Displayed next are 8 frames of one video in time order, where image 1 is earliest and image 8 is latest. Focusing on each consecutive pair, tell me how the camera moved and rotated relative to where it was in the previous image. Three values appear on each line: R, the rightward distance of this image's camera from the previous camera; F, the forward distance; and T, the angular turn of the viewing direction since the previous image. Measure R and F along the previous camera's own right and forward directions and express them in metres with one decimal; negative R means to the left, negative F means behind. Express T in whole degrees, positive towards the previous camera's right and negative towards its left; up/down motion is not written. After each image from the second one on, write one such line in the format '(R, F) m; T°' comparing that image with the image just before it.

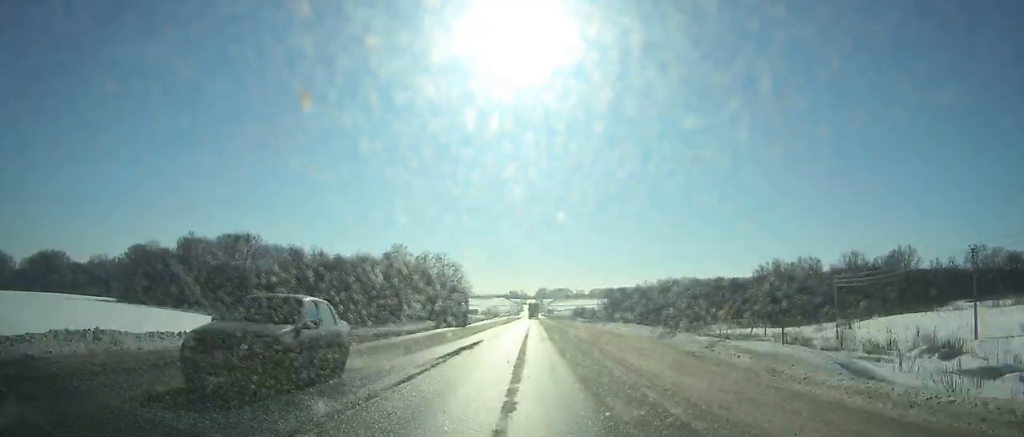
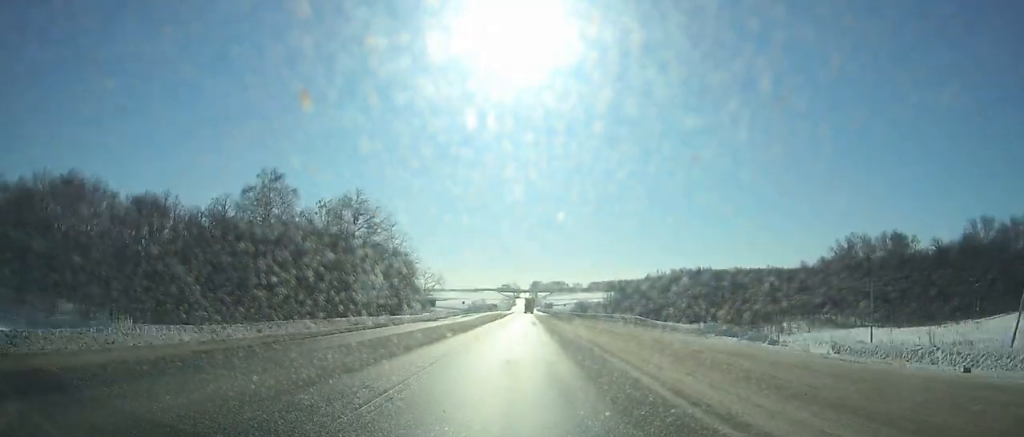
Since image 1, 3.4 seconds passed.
(+0.1, +66.4) m; 0°
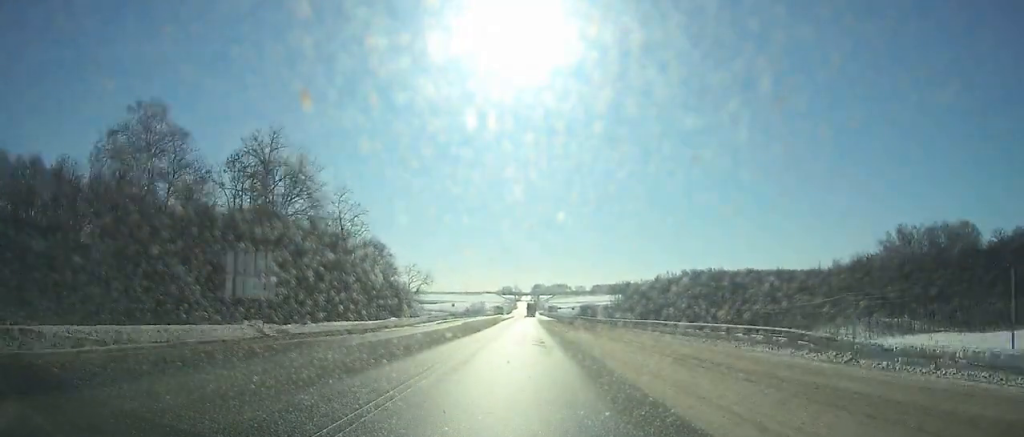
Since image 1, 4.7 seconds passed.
(+0.1, +25.1) m; 0°
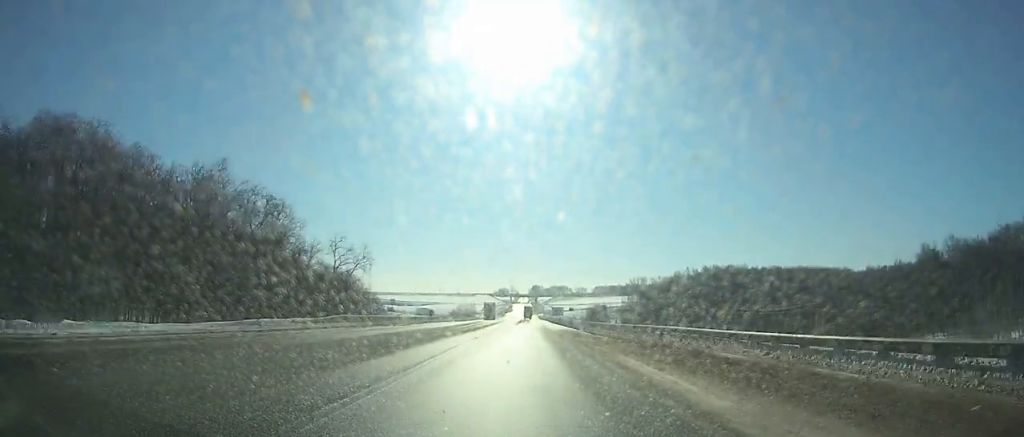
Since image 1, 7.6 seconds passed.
(+0.1, +55.9) m; 0°
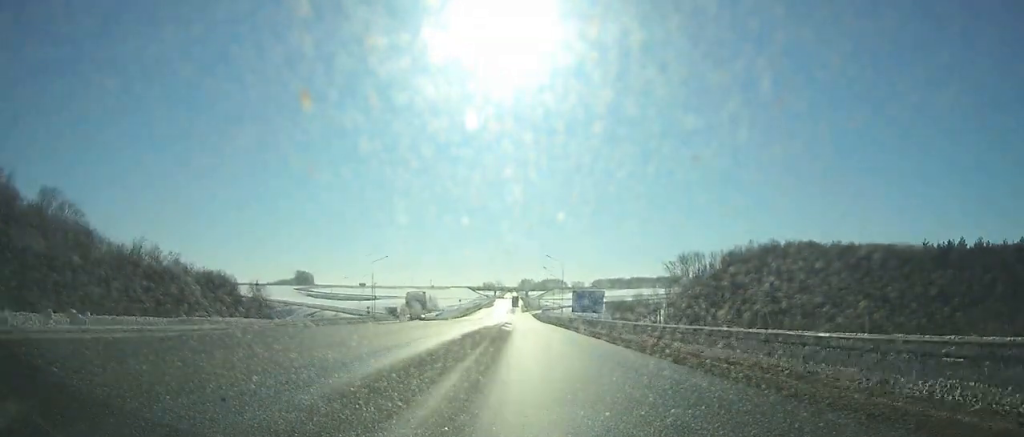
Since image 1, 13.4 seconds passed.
(+0.4, +110.6) m; 0°
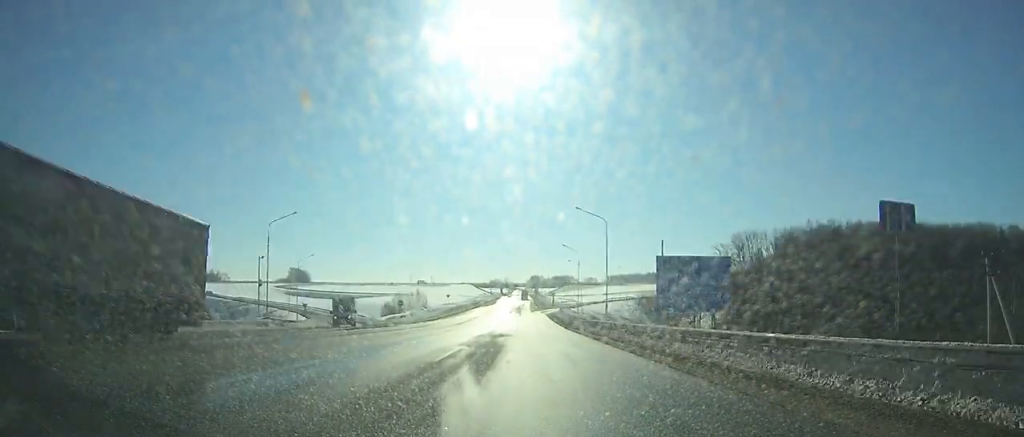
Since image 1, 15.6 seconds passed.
(-0.1, +41.7) m; 0°
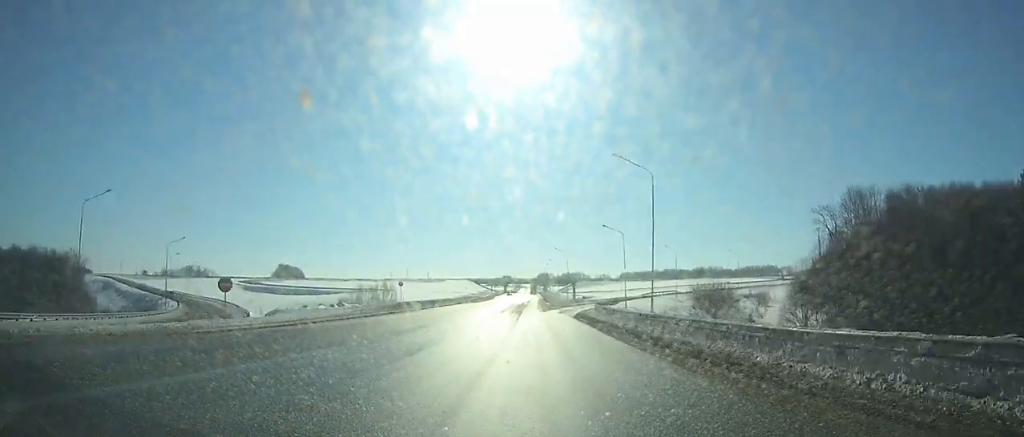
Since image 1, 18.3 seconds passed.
(-0.1, +51.2) m; 0°
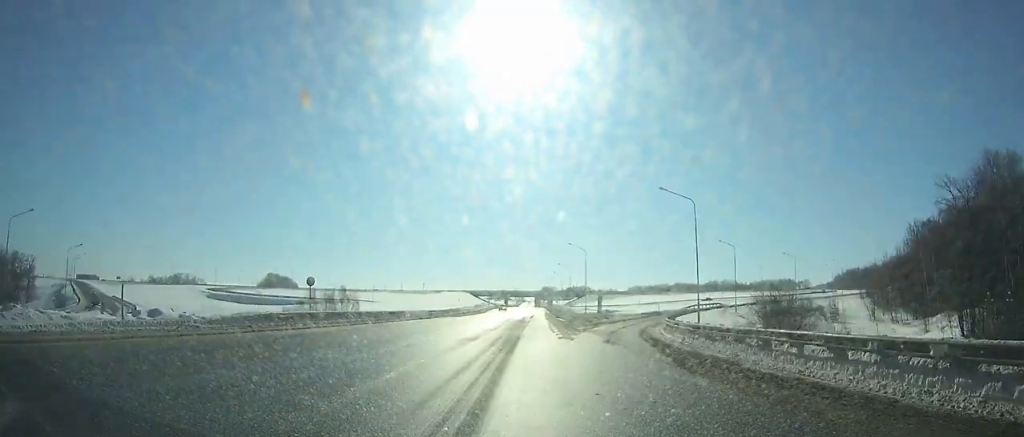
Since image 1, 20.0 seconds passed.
(-0.1, +32.3) m; 0°
